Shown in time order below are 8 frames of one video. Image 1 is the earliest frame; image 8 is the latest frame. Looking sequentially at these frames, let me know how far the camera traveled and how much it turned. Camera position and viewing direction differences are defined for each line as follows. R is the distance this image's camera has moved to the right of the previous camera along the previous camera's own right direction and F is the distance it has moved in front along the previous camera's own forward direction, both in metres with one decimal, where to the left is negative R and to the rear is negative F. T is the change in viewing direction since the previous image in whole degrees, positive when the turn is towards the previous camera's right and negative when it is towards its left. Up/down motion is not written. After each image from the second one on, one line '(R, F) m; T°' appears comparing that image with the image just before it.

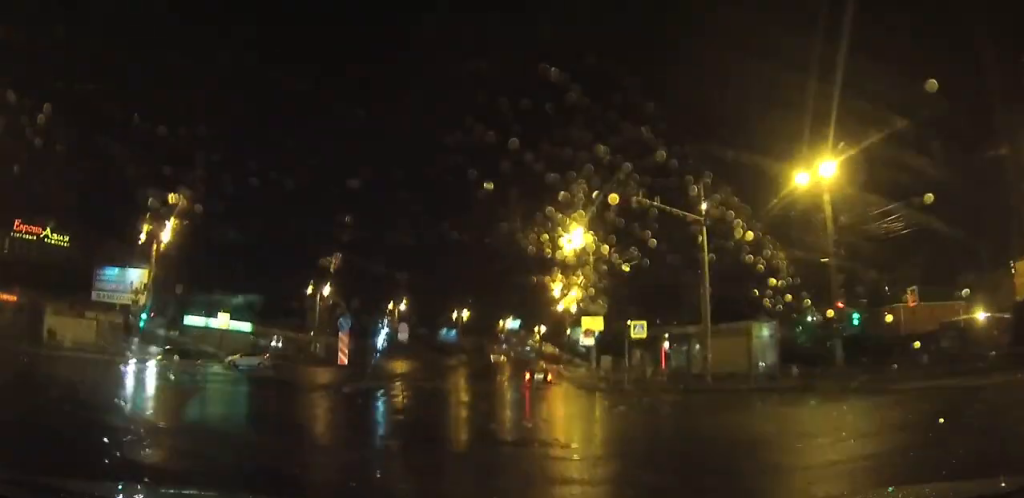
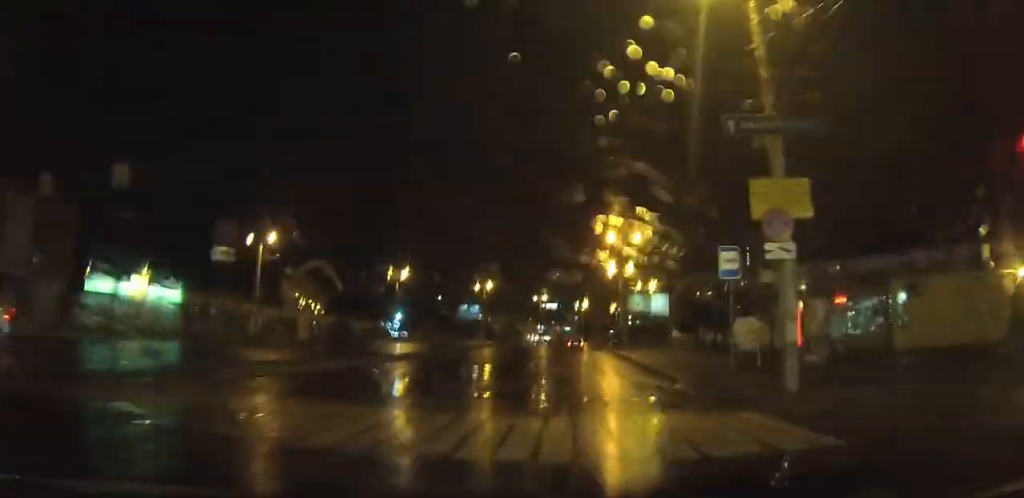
(-1.0, +31.2) m; -3°
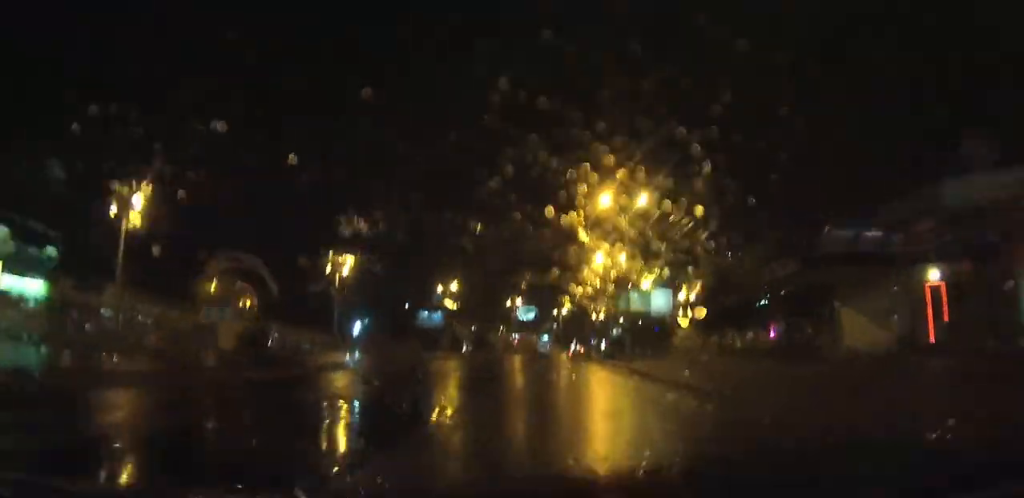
(0.0, +18.8) m; +1°
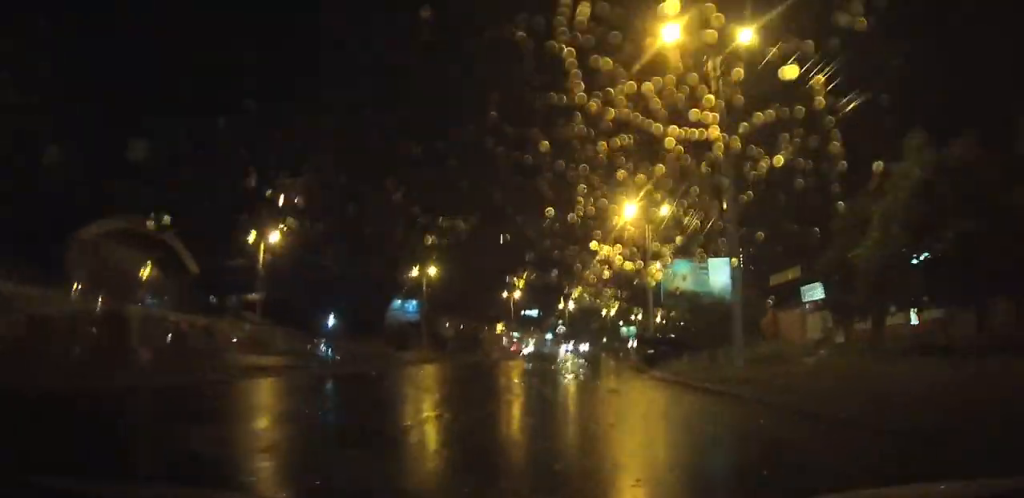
(+0.3, +23.3) m; +2°
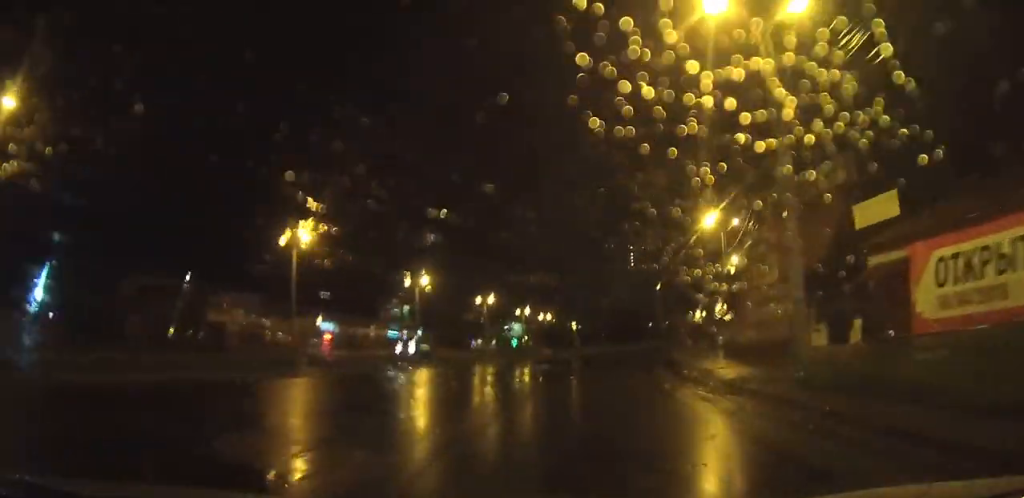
(+4.4, +57.6) m; +13°
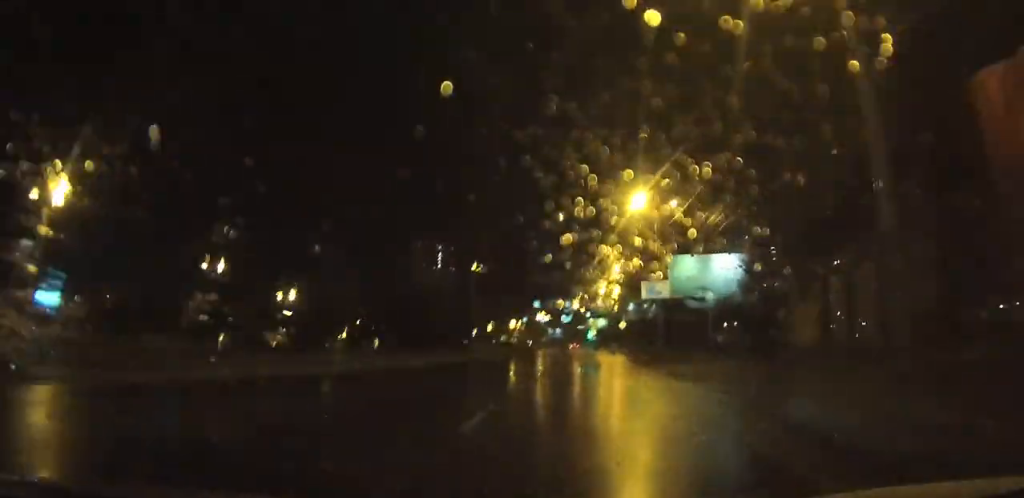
(+6.2, +42.8) m; +15°
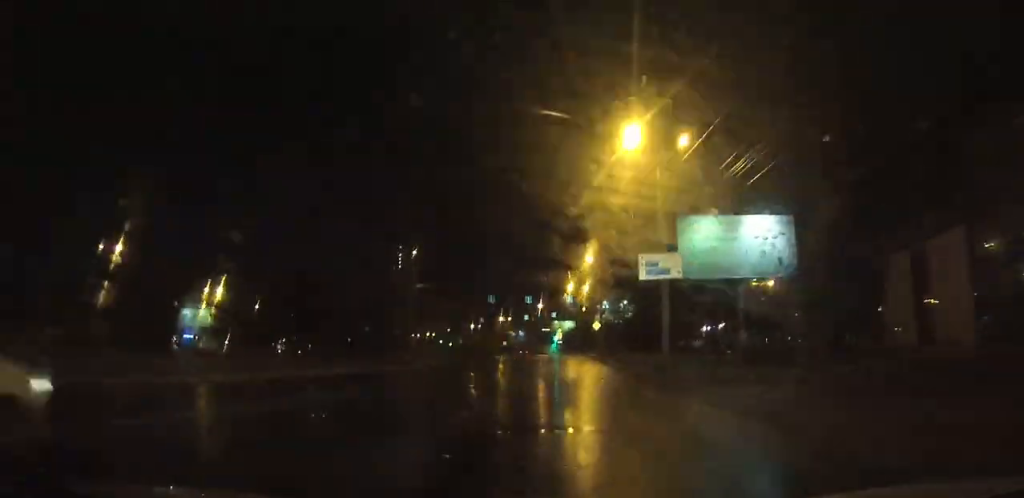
(+0.5, +15.0) m; +4°
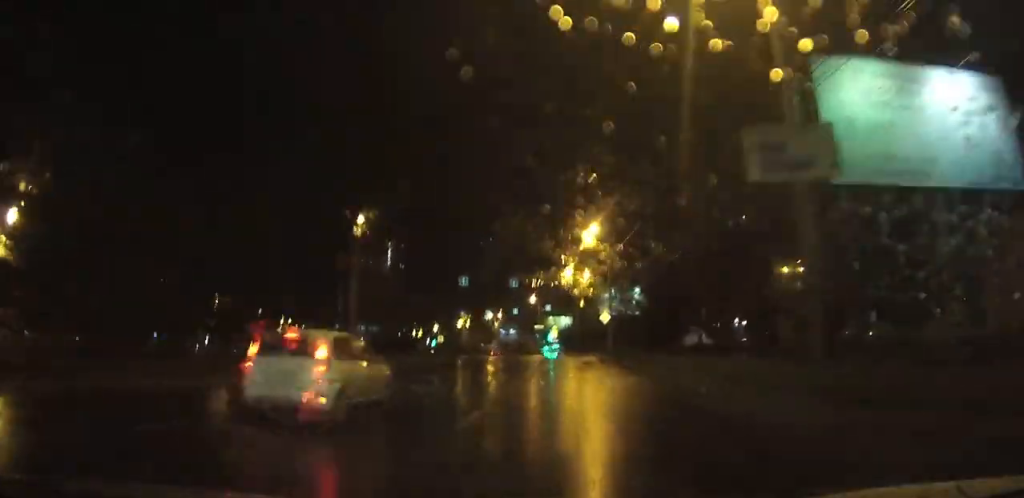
(+0.8, +16.9) m; +2°
